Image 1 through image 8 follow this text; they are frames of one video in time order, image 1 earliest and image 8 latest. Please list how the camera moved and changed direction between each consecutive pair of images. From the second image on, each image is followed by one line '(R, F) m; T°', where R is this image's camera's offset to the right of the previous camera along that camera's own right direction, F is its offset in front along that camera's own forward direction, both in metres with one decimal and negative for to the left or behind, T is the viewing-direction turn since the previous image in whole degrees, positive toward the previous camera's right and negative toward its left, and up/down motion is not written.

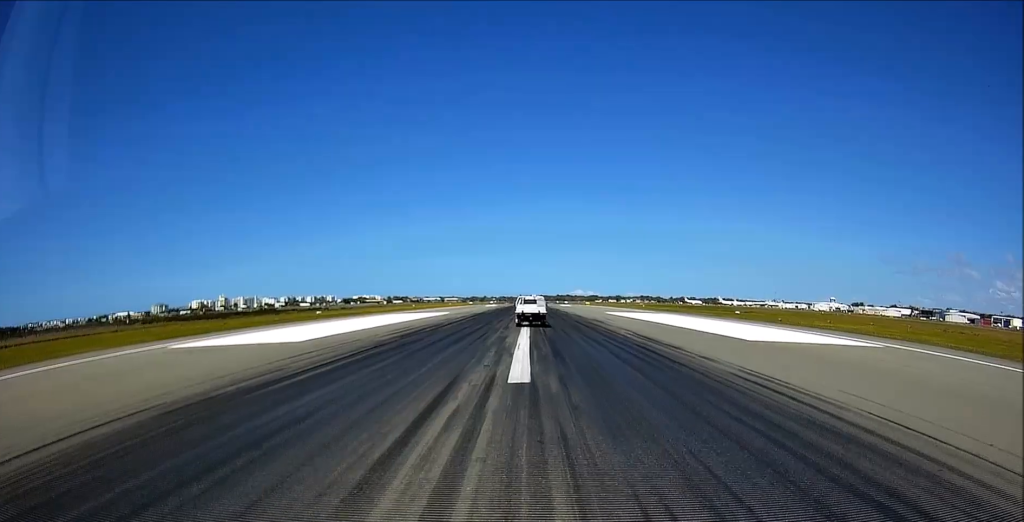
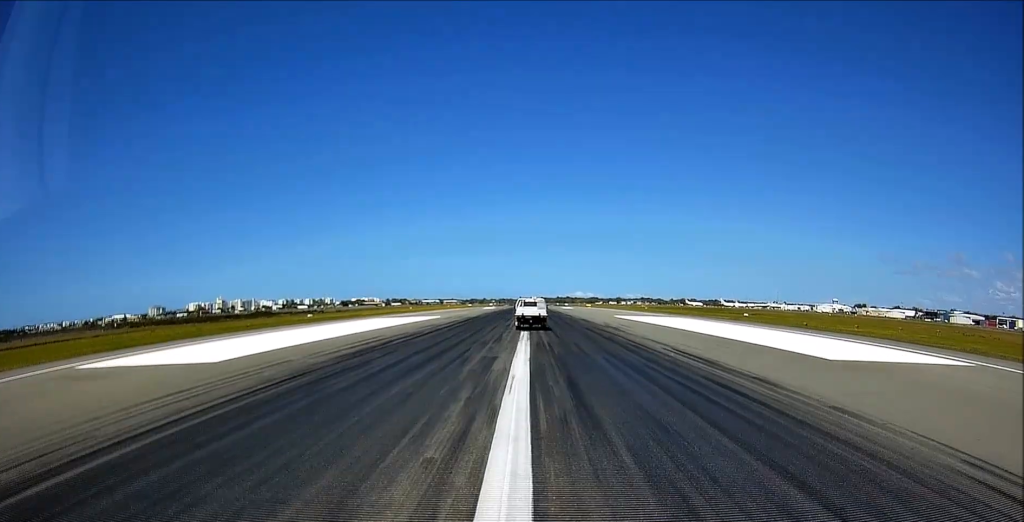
(0.0, +7.4) m; 0°
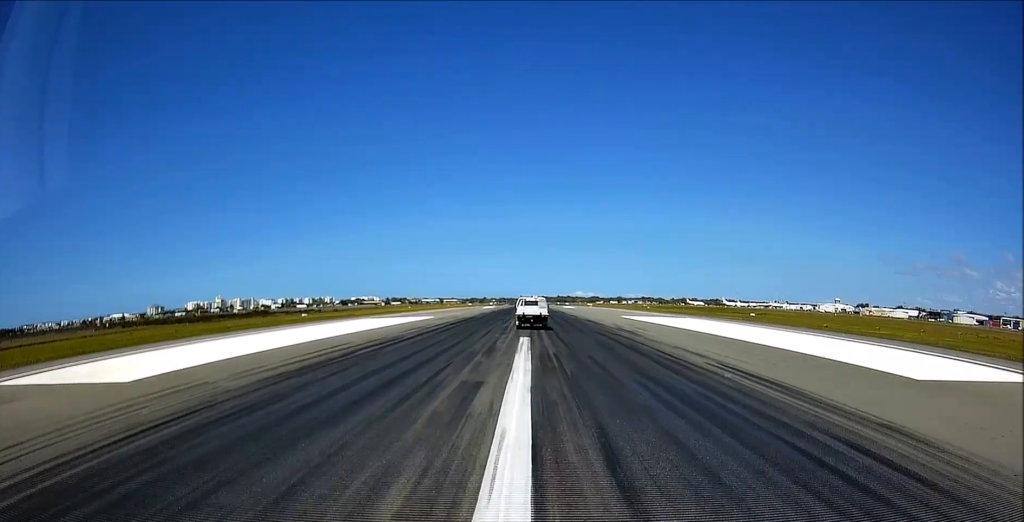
(0.0, +5.1) m; 0°
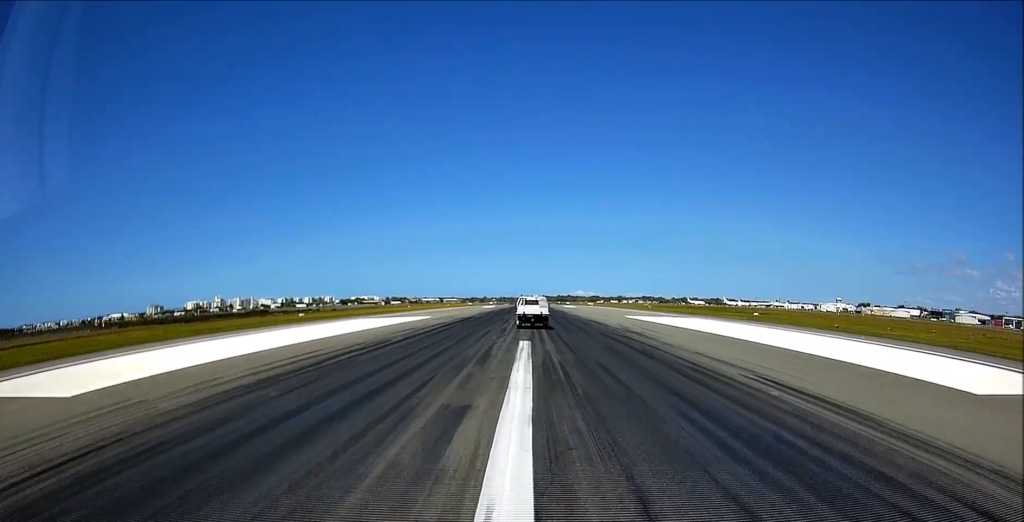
(0.0, +16.1) m; 0°
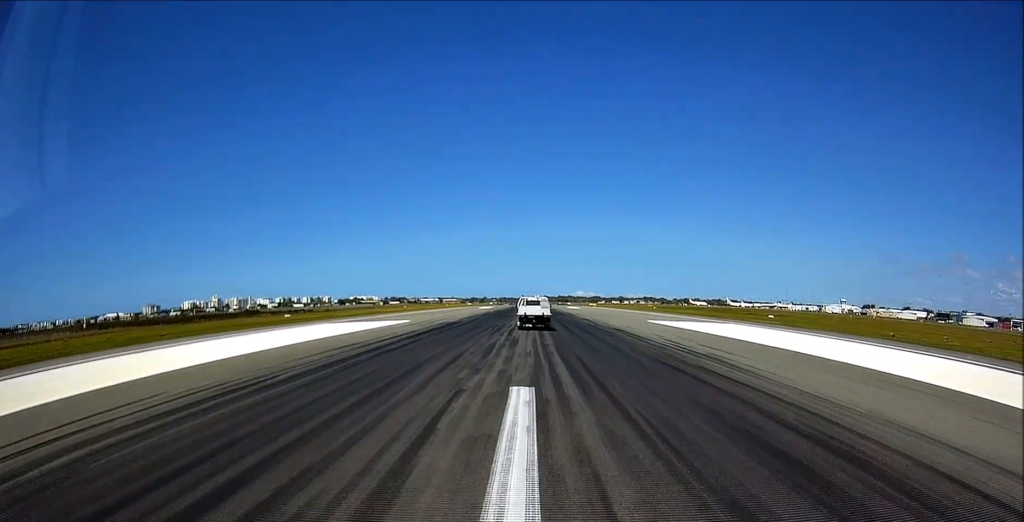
(0.0, +11.8) m; 0°
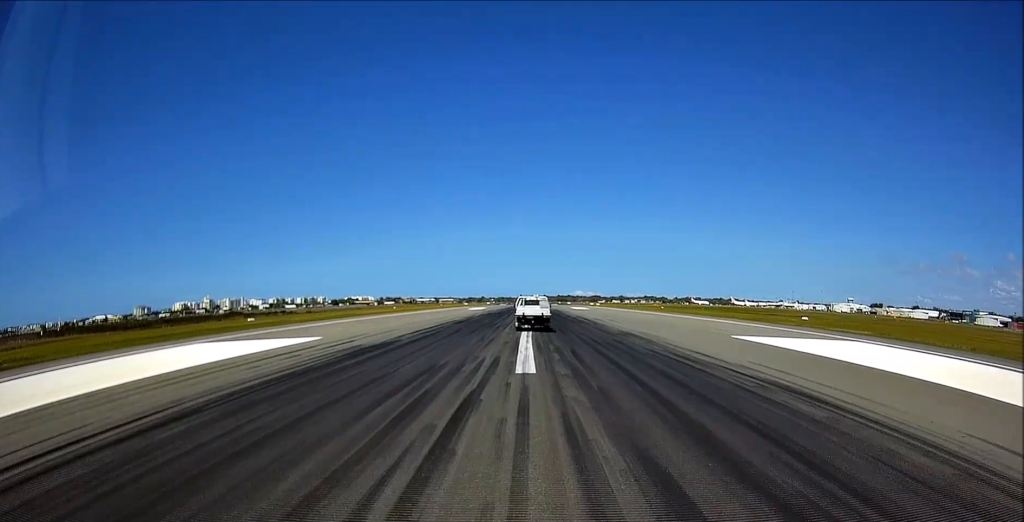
(0.0, +23.9) m; 0°
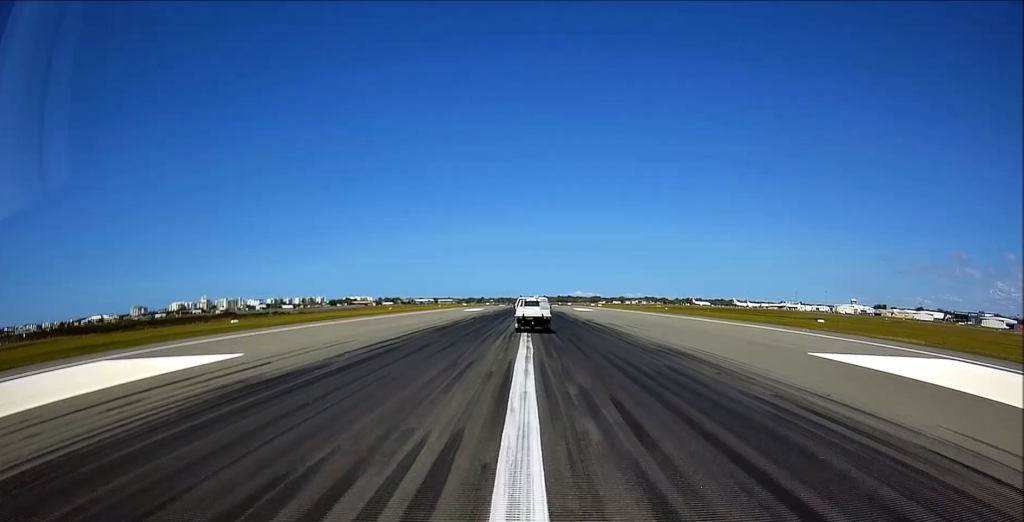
(-0.2, +11.5) m; 0°
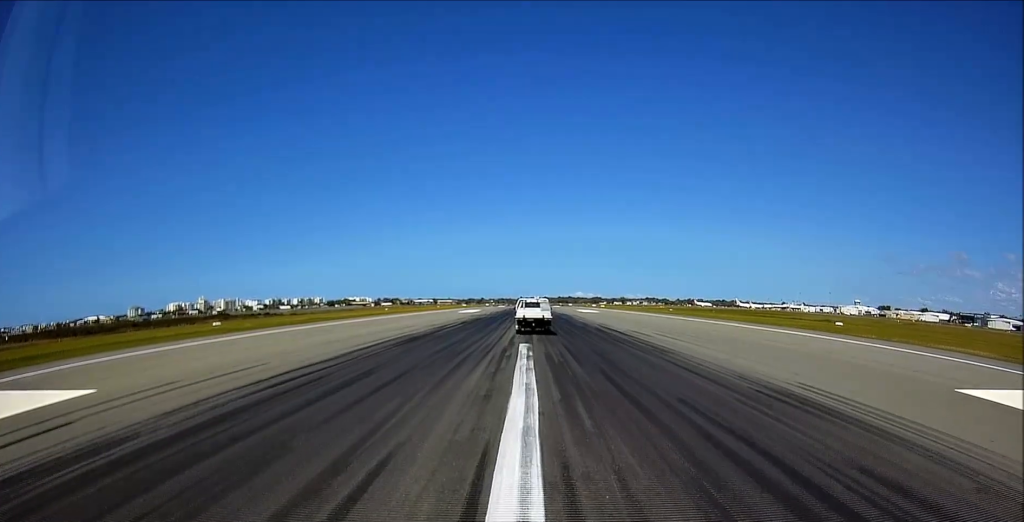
(+0.3, +13.0) m; +1°
